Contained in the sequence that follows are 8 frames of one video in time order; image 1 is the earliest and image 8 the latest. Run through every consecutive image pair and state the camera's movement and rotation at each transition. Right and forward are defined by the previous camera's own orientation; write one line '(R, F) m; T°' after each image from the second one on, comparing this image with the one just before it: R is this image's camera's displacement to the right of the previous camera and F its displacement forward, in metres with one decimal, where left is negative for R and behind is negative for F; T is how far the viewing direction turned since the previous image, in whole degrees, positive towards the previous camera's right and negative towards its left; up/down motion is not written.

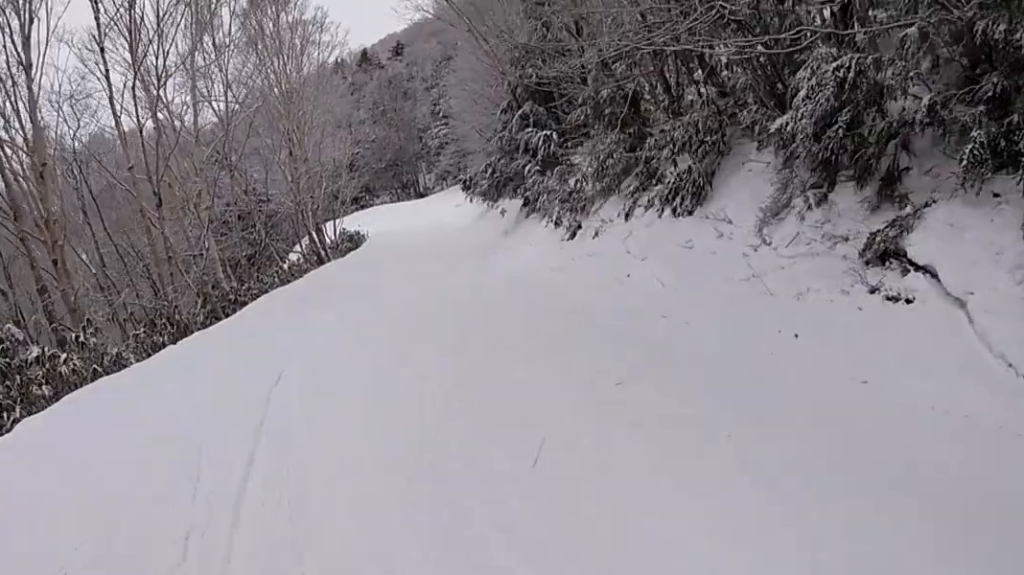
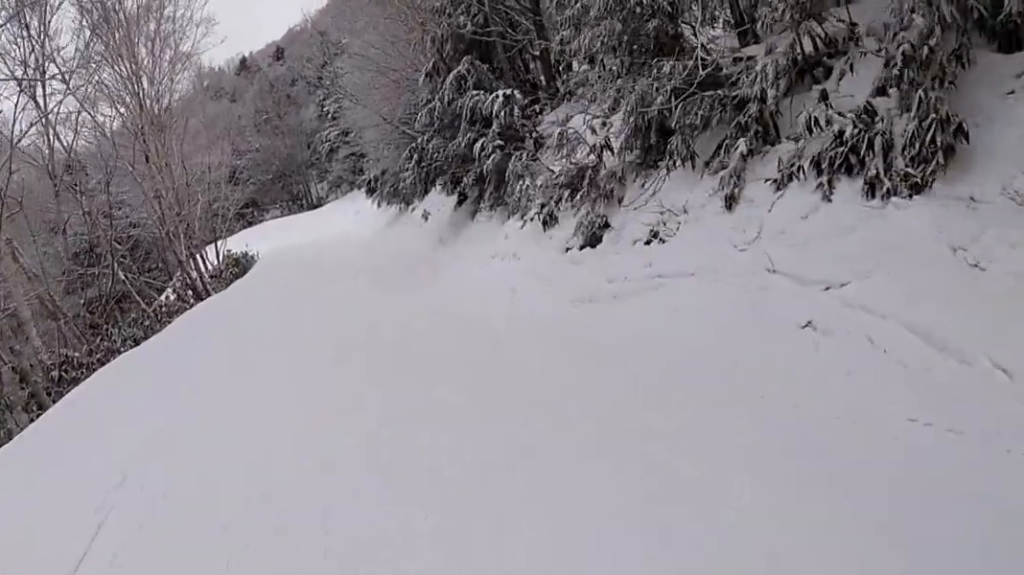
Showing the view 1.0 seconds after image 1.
(0.0, +5.8) m; 0°
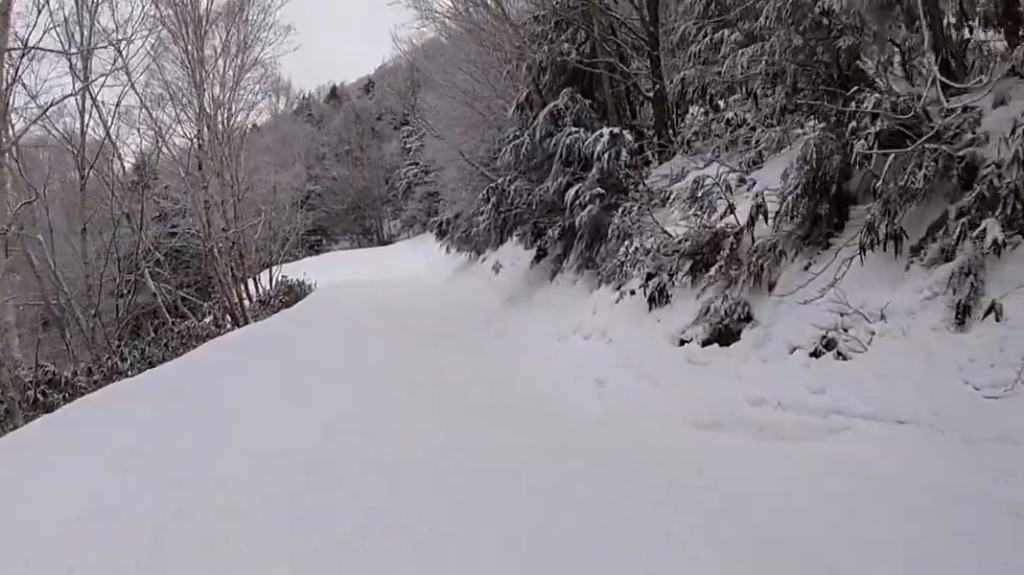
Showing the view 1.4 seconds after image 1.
(0.0, +2.3) m; +3°
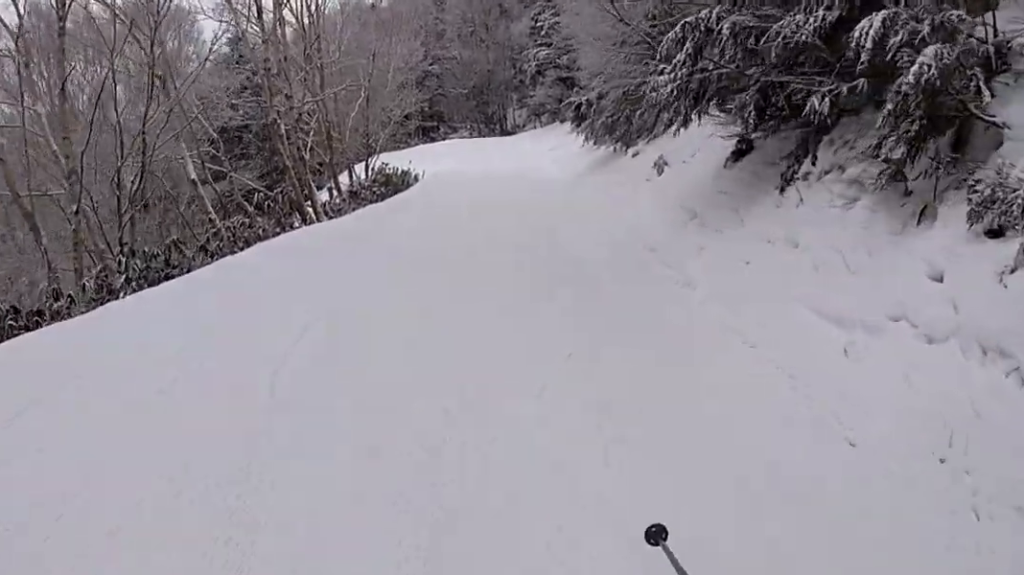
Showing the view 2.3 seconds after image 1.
(+0.1, +4.3) m; +2°
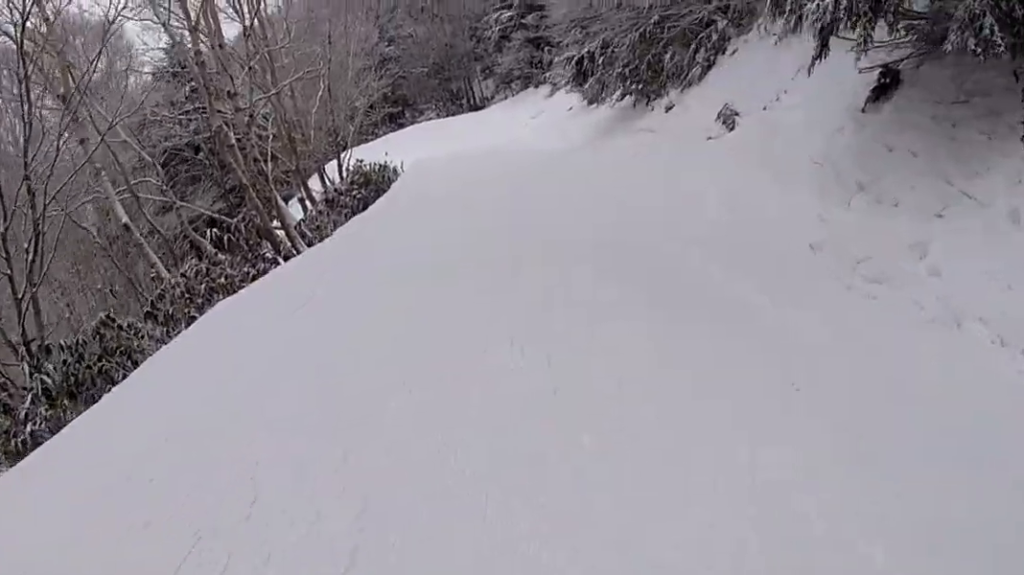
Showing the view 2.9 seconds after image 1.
(+0.5, +3.0) m; -3°
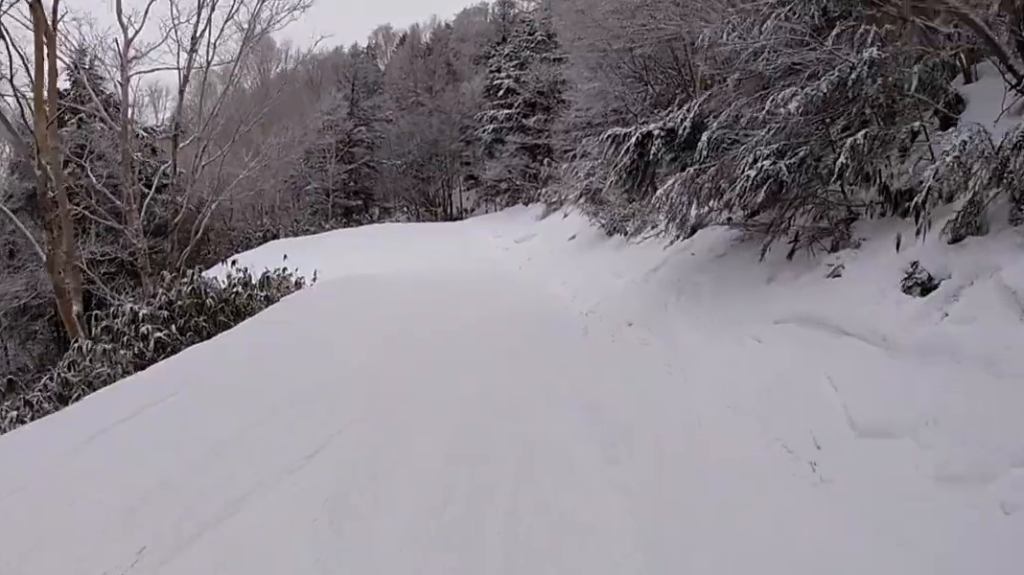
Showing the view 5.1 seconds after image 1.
(+0.5, +9.0) m; +6°
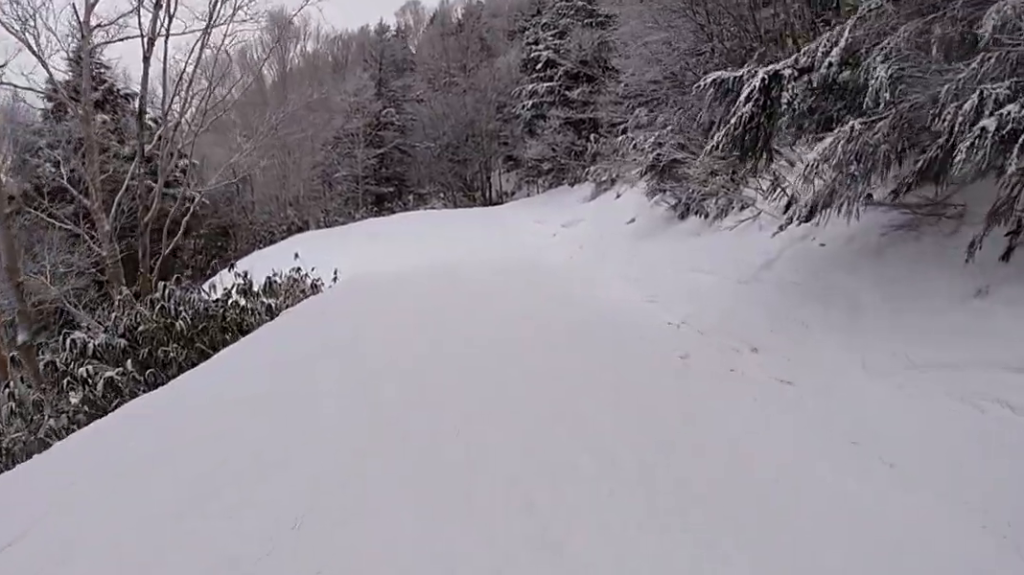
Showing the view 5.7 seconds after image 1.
(-0.6, +2.3) m; -5°
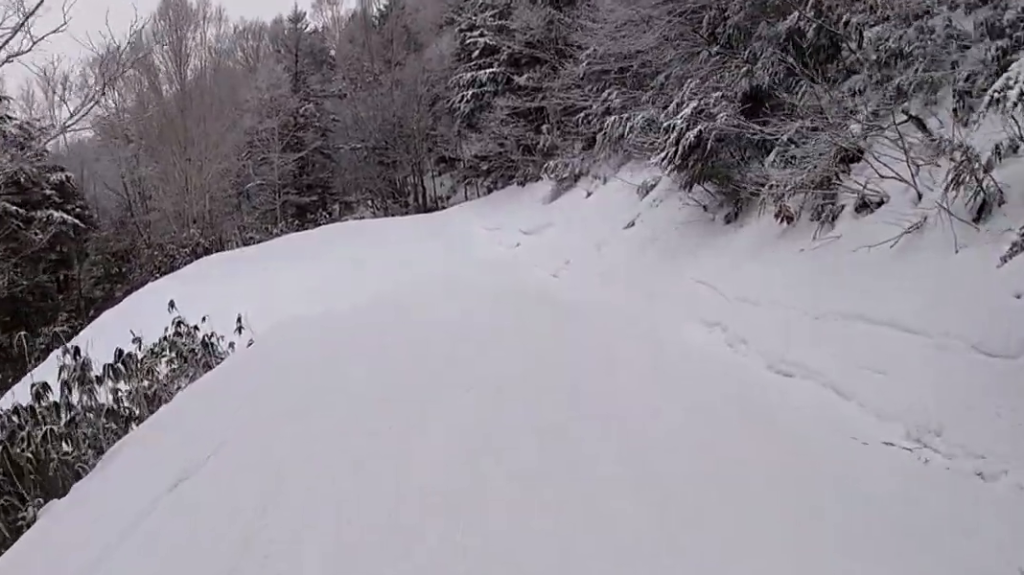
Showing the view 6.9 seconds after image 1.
(+0.2, +4.0) m; +12°
